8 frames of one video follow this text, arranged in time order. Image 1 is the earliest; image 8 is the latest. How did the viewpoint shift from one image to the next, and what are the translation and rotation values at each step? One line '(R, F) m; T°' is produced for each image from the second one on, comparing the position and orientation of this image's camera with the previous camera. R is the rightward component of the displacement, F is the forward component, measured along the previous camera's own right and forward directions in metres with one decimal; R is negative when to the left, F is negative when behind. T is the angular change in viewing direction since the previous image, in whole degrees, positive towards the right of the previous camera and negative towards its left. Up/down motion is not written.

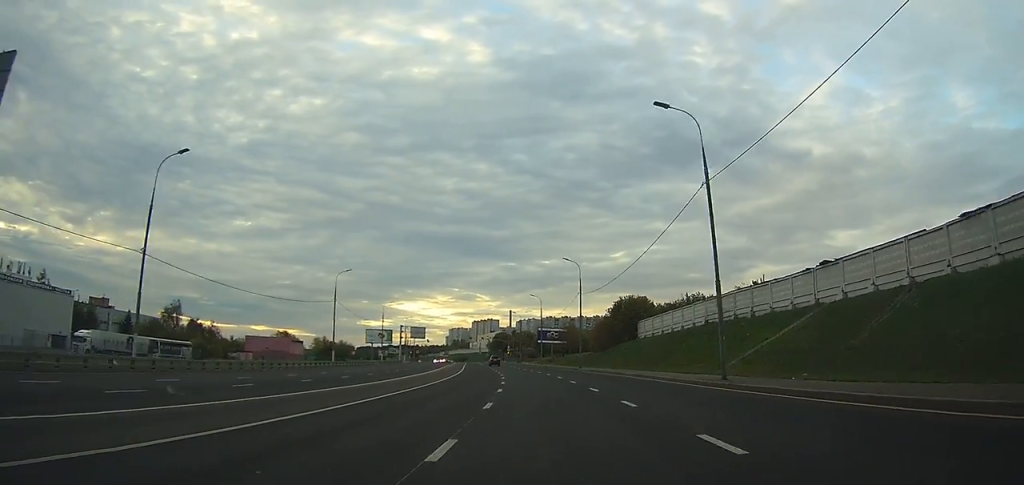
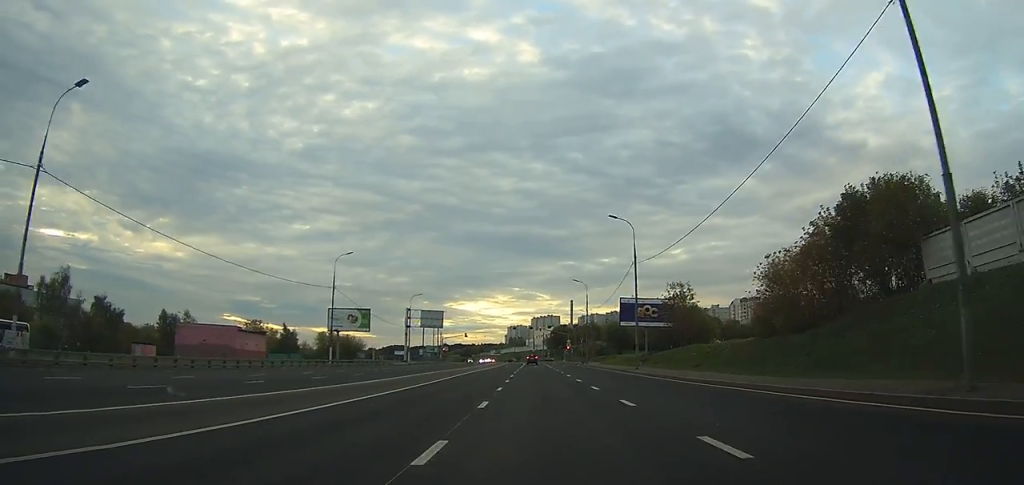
(-2.2, +57.0) m; -5°
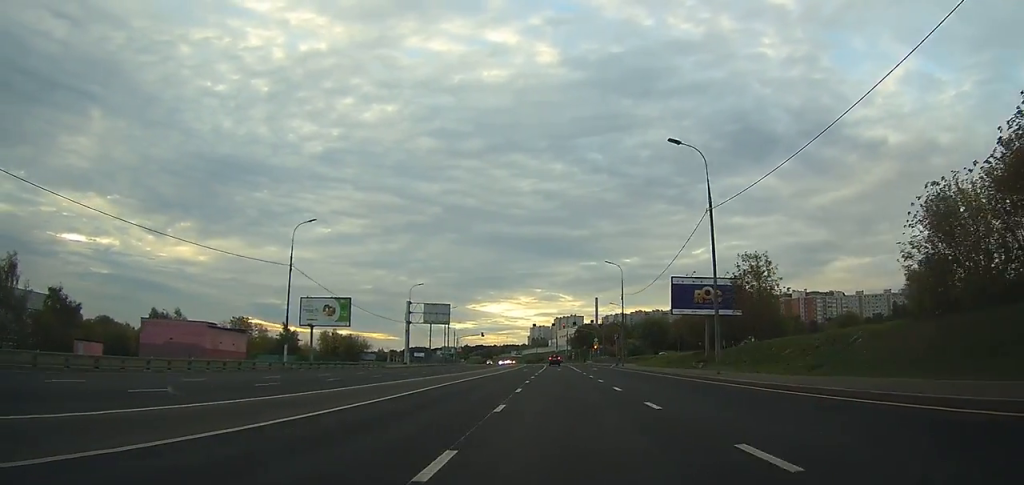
(-0.3, +16.9) m; -1°
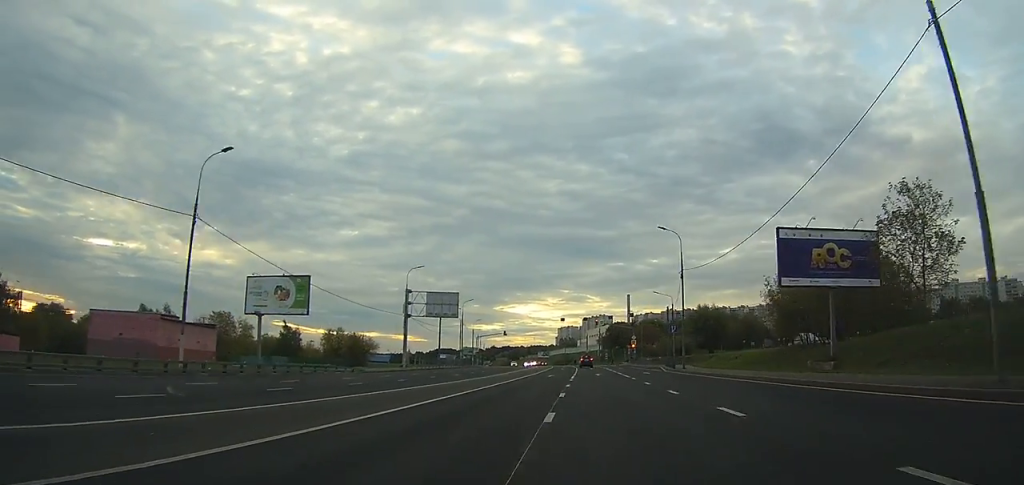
(-0.2, +19.0) m; -1°
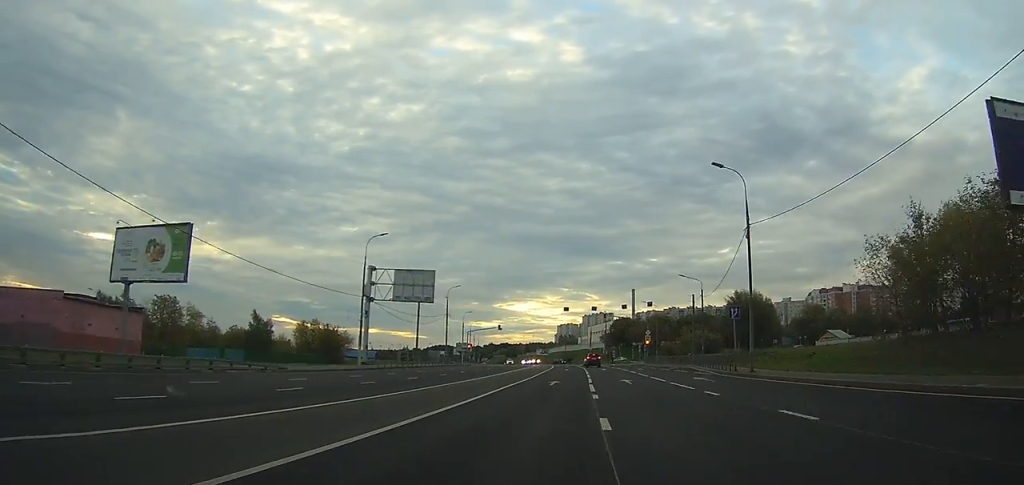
(-0.1, +18.4) m; -1°
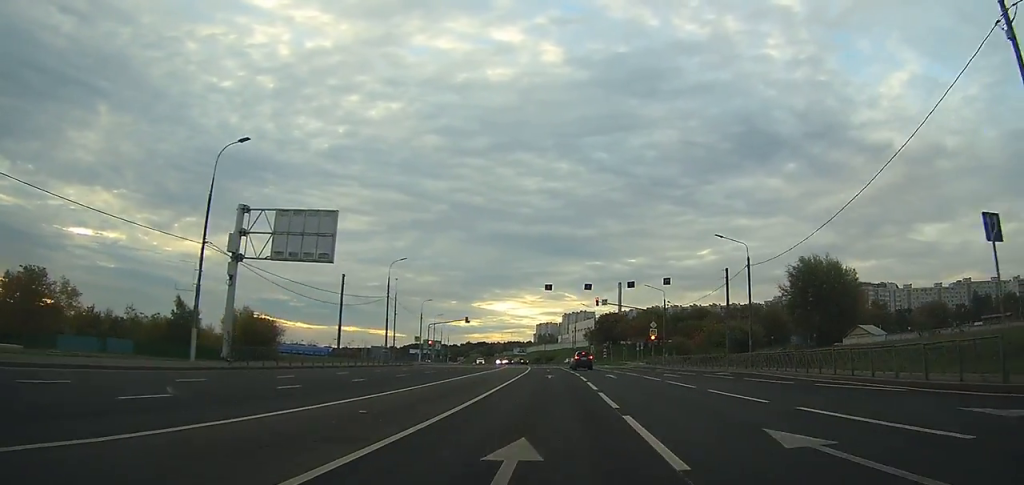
(-0.1, +24.7) m; 0°
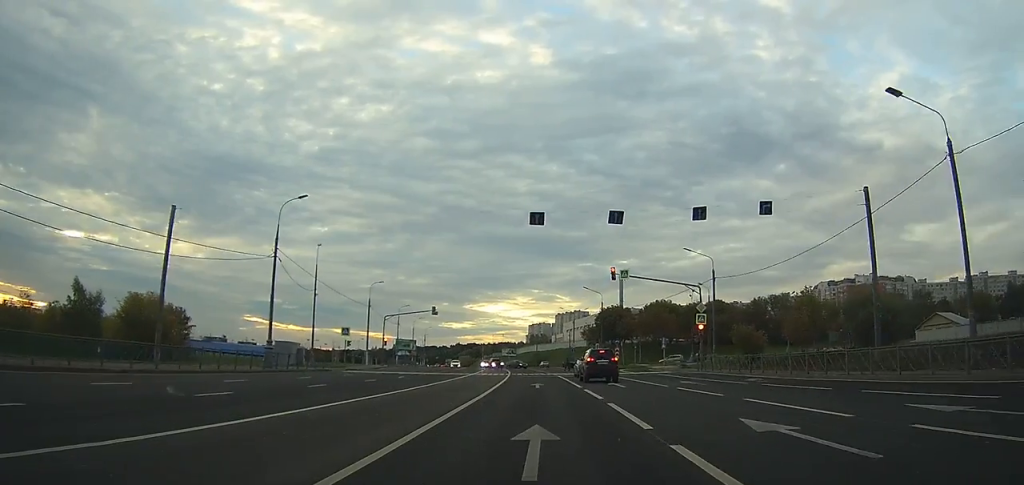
(+0.3, +29.2) m; +1°
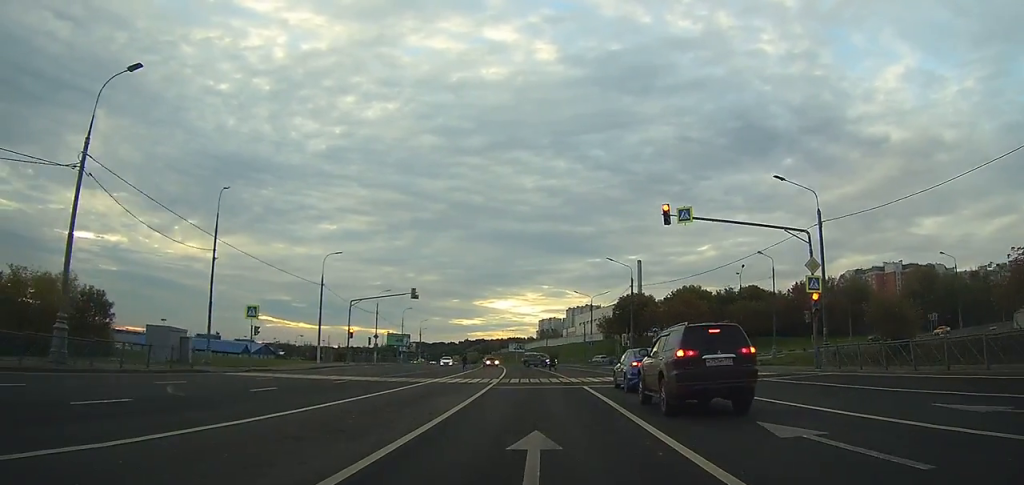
(+0.3, +20.4) m; +2°
